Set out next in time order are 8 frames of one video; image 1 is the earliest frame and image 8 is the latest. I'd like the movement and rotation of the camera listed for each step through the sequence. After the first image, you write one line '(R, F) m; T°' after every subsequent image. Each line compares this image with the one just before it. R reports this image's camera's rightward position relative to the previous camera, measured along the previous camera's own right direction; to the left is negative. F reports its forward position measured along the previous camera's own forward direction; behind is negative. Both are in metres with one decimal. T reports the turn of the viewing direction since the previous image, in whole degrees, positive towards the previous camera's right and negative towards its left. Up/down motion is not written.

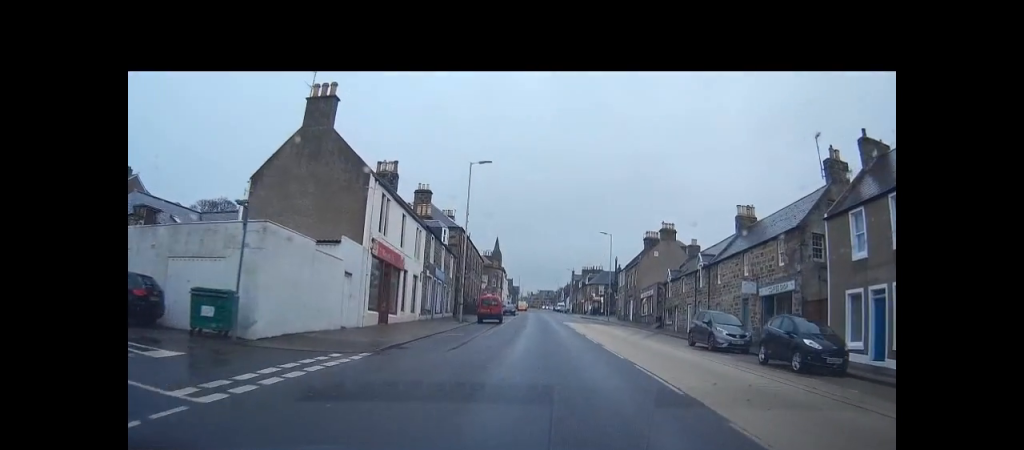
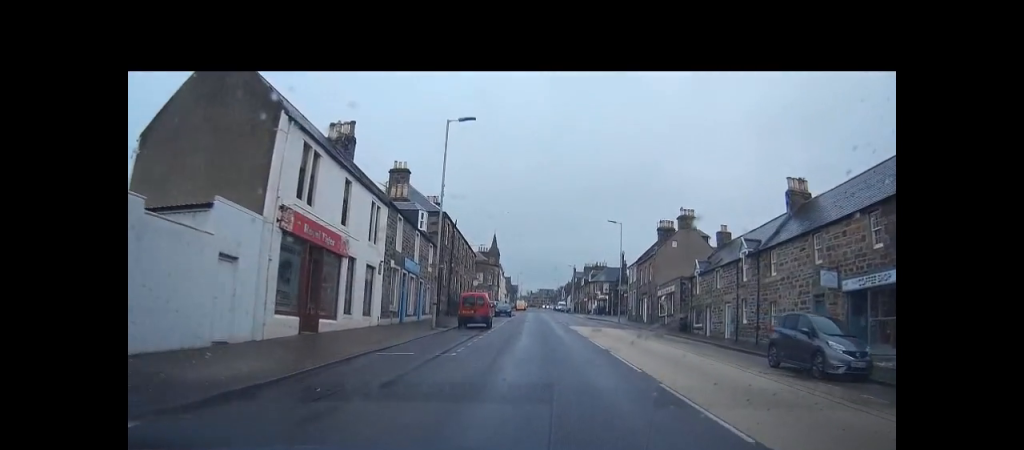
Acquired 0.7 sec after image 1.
(+0.1, +8.6) m; +1°
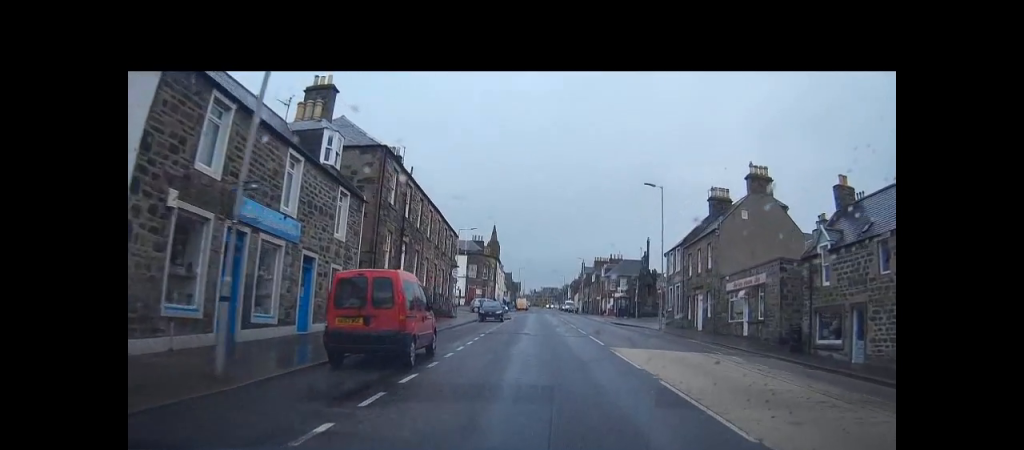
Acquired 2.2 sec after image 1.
(+0.1, +18.1) m; 0°
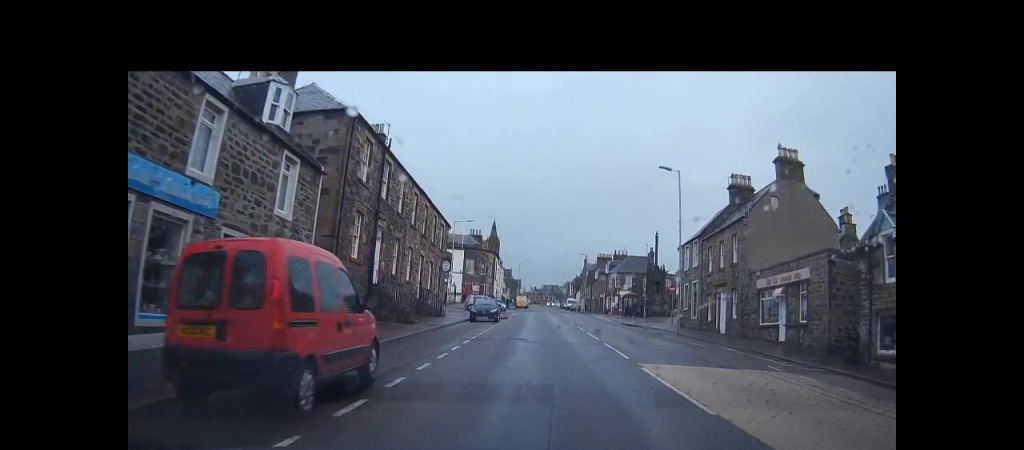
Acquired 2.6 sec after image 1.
(0.0, +4.8) m; 0°
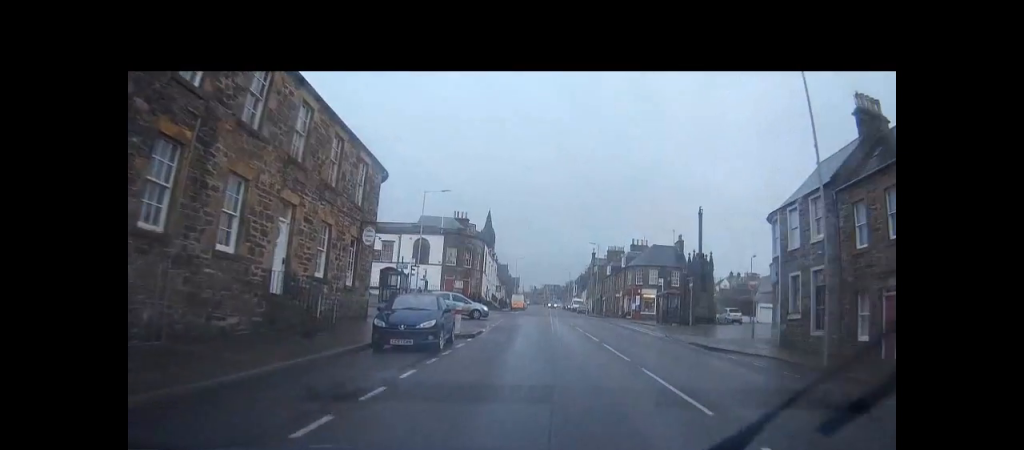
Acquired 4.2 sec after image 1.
(-0.1, +18.5) m; 0°
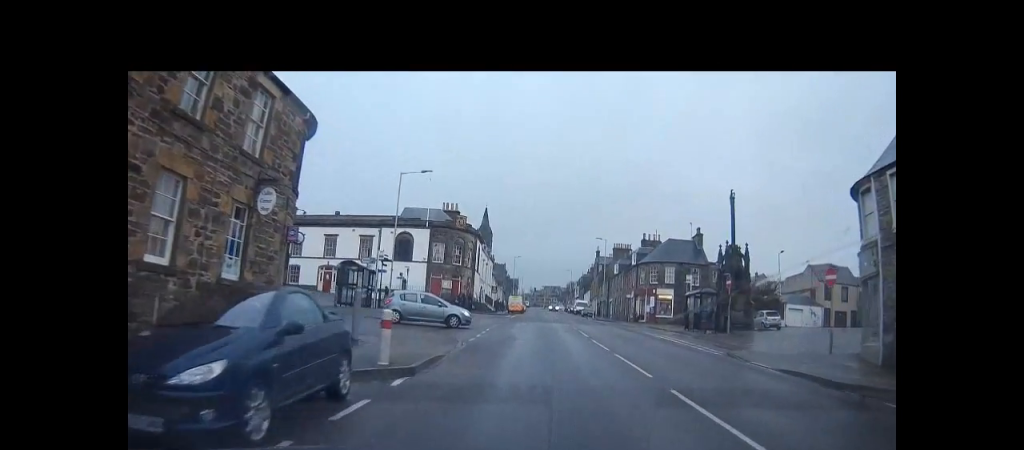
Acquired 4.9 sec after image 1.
(0.0, +8.8) m; 0°
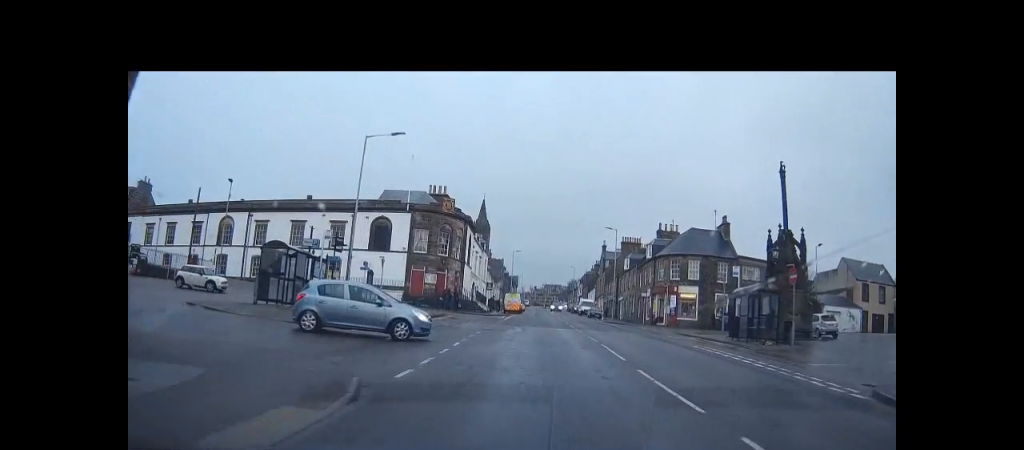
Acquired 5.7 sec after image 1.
(0.0, +9.2) m; 0°
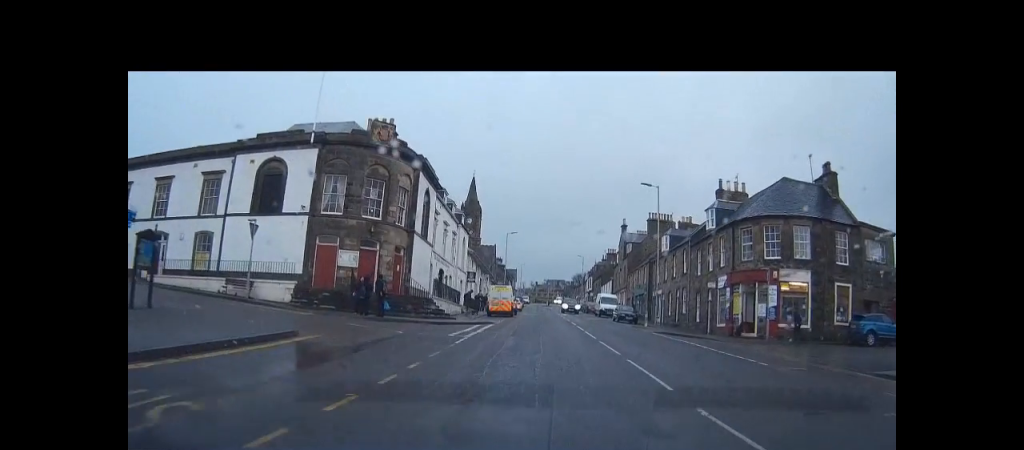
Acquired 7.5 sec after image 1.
(0.0, +22.0) m; 0°
